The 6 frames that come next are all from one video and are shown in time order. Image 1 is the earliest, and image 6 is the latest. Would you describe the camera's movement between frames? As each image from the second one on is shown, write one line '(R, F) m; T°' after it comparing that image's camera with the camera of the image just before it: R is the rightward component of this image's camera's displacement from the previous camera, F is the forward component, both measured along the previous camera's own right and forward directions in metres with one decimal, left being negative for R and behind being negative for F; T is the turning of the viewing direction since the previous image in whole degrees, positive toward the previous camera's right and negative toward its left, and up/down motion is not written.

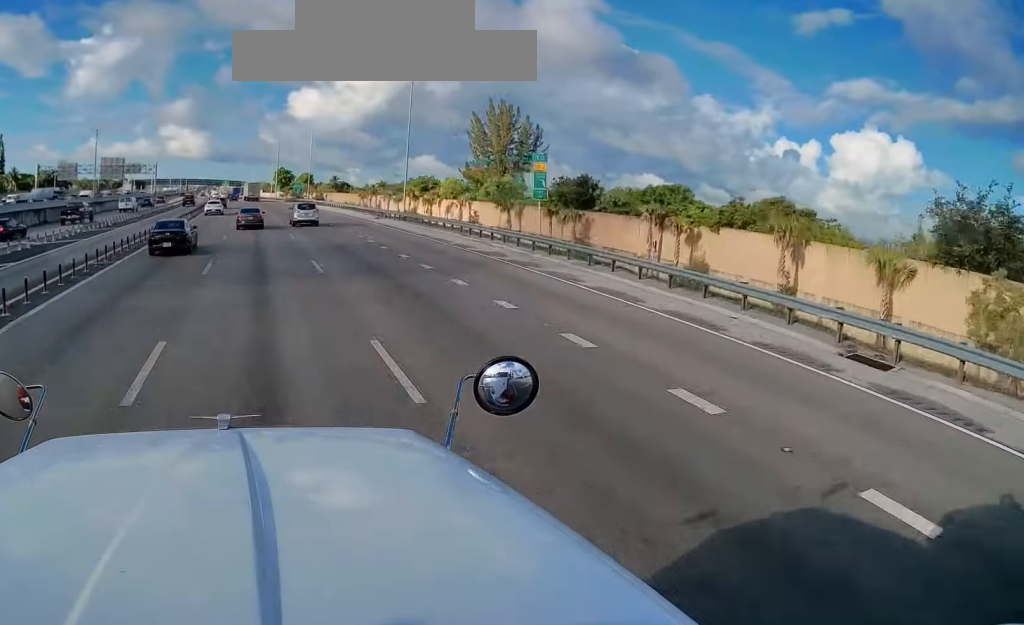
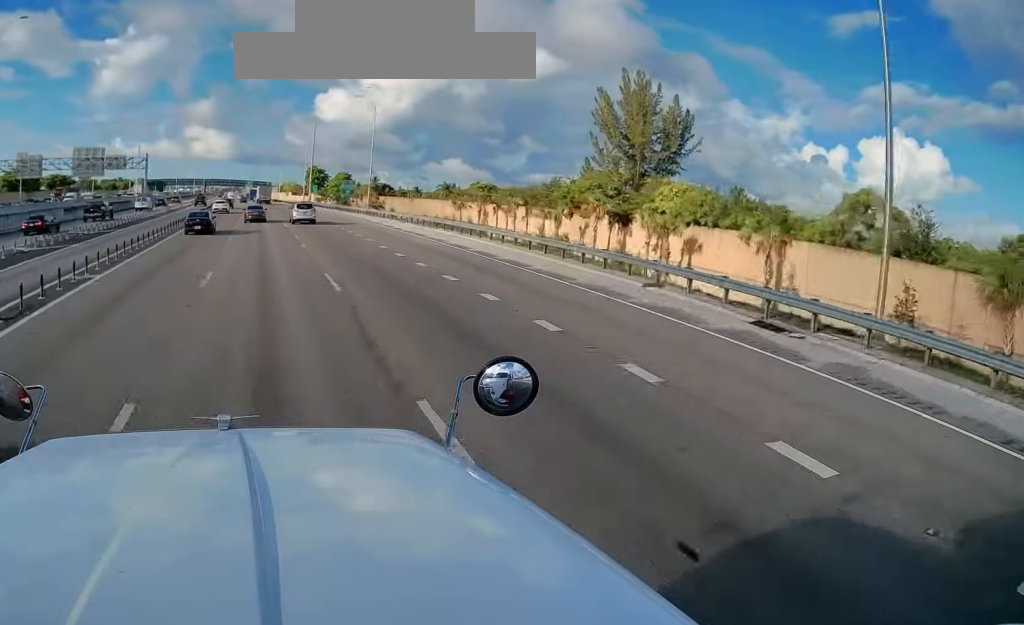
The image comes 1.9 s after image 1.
(0.0, +44.0) m; -1°
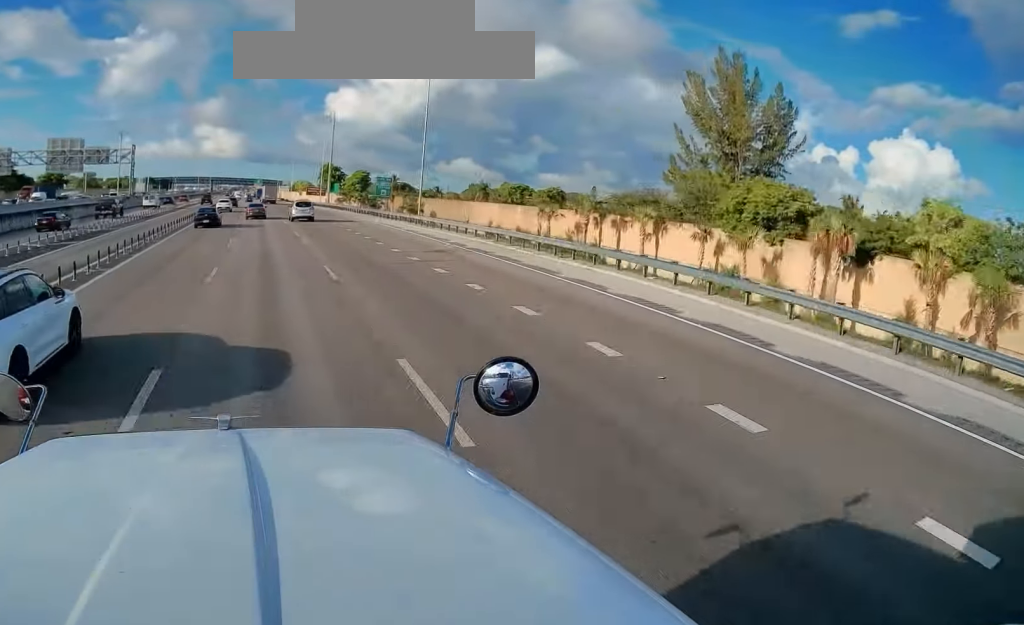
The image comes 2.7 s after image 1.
(-0.3, +20.1) m; -1°
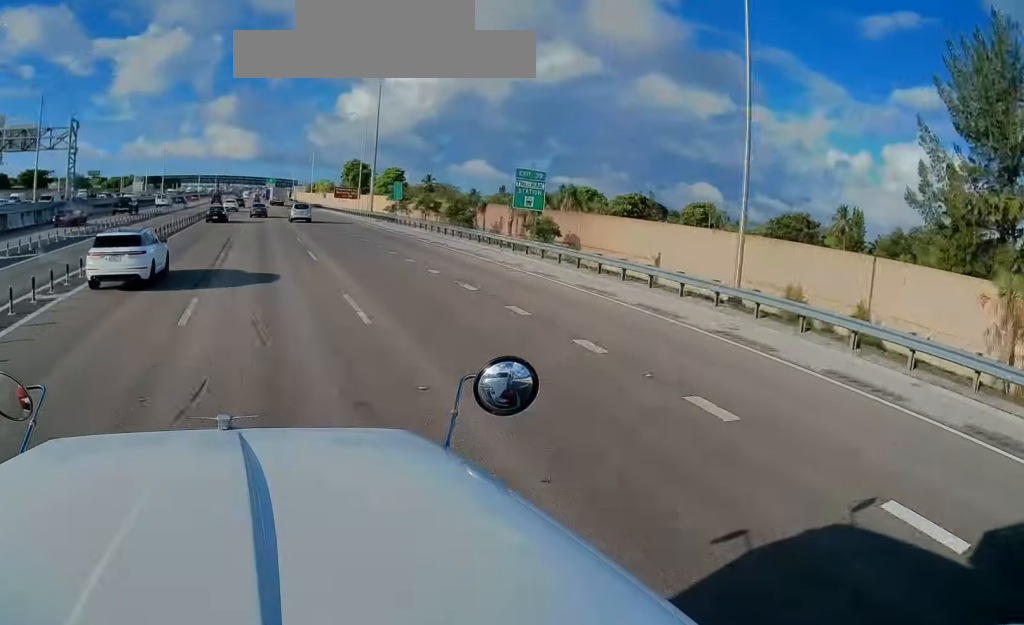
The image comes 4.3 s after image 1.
(-0.9, +40.8) m; -2°
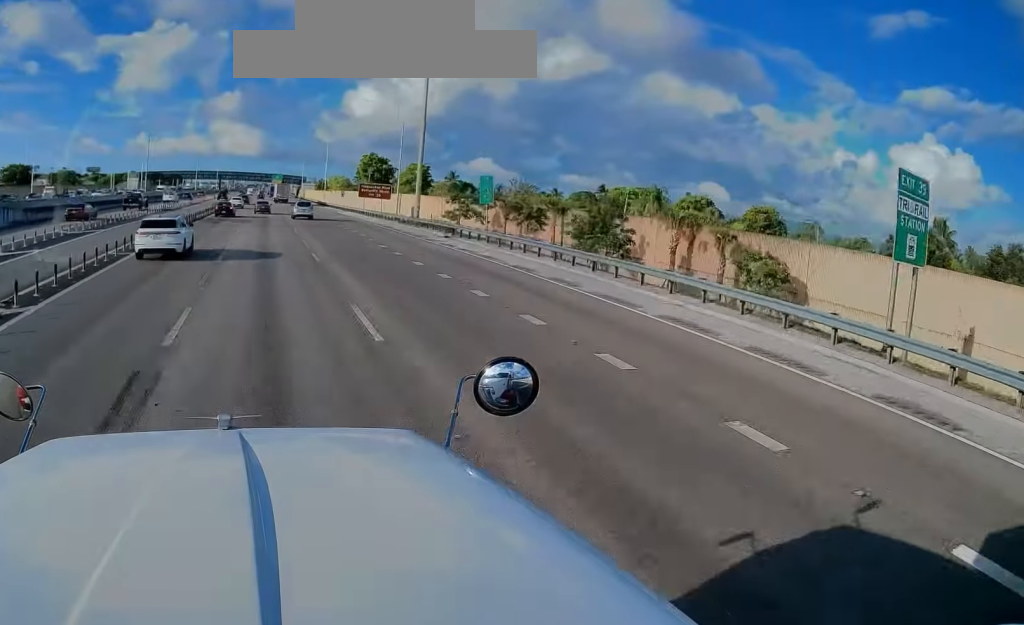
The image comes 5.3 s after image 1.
(0.0, +26.7) m; 0°
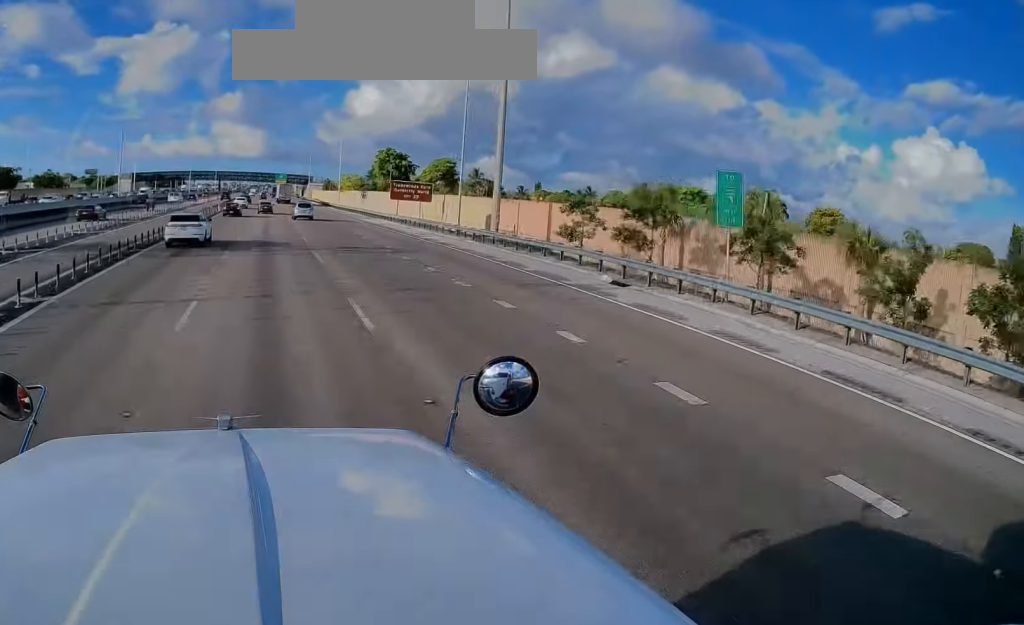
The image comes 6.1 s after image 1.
(0.0, +23.4) m; -1°
